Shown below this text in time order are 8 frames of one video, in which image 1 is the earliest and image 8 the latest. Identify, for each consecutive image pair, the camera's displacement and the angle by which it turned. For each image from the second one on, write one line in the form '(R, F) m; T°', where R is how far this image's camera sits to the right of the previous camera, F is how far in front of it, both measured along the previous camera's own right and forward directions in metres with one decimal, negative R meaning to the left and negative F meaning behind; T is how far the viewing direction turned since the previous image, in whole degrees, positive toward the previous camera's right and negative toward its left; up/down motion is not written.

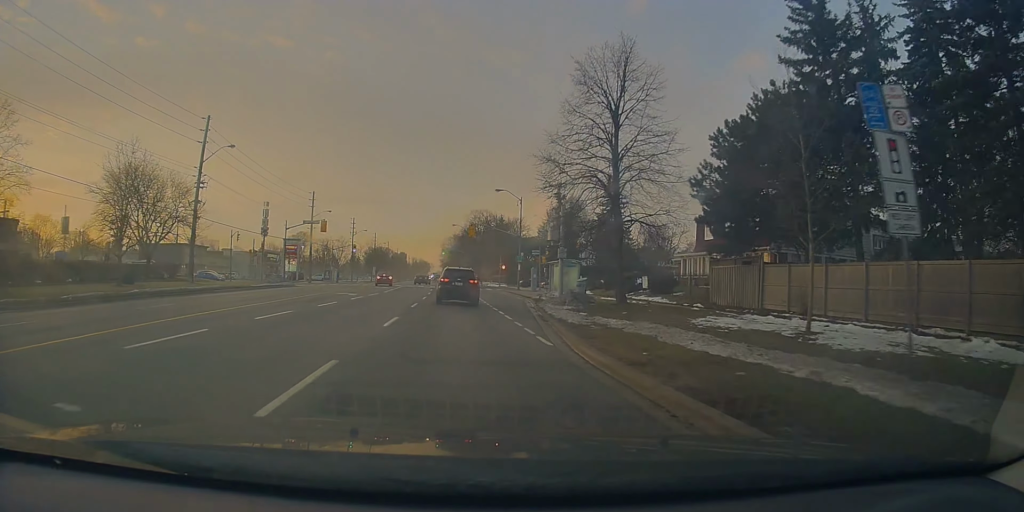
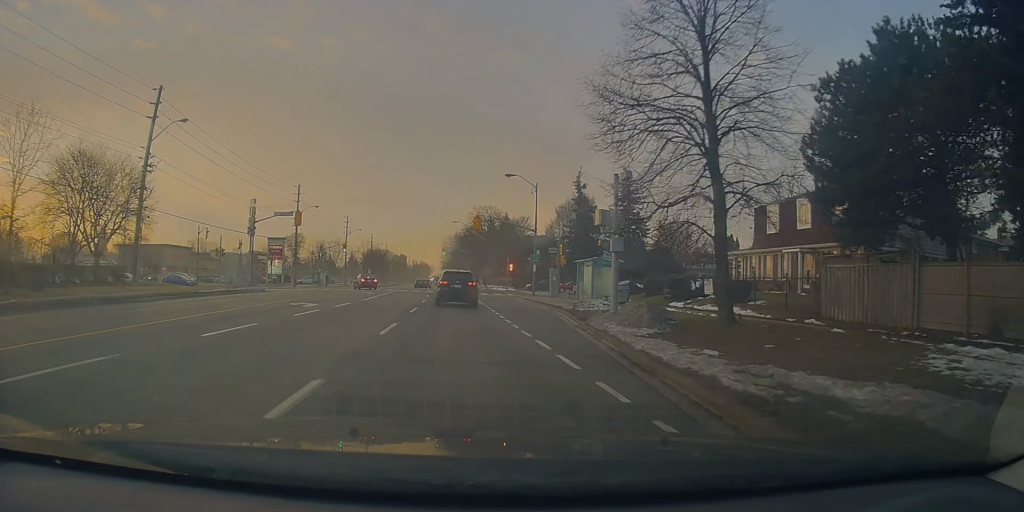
(-0.3, +9.9) m; +1°
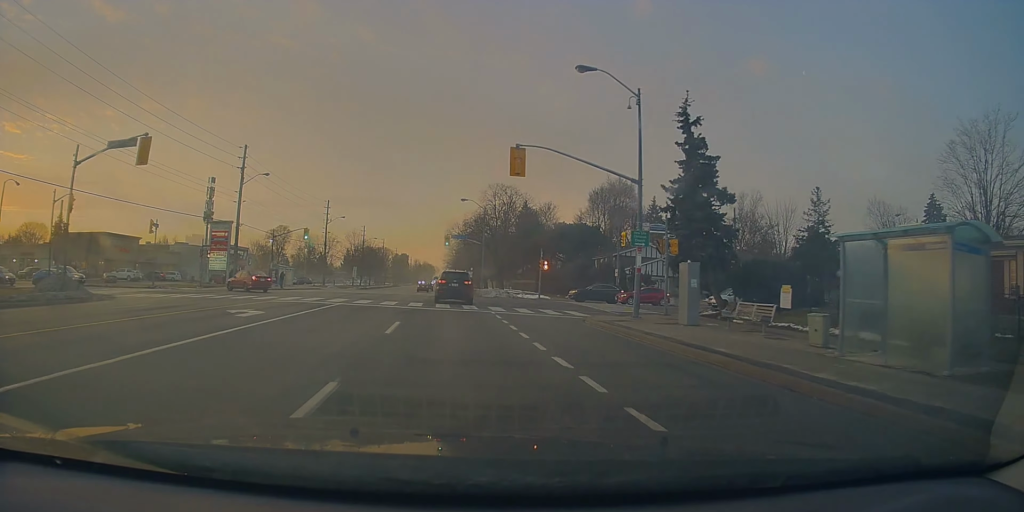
(-0.1, +24.3) m; -1°
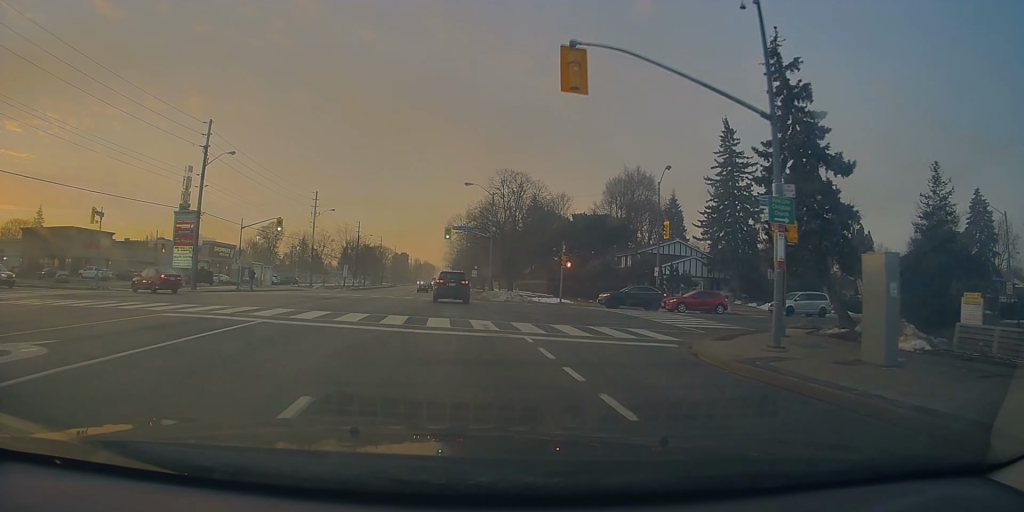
(0.0, +9.5) m; 0°
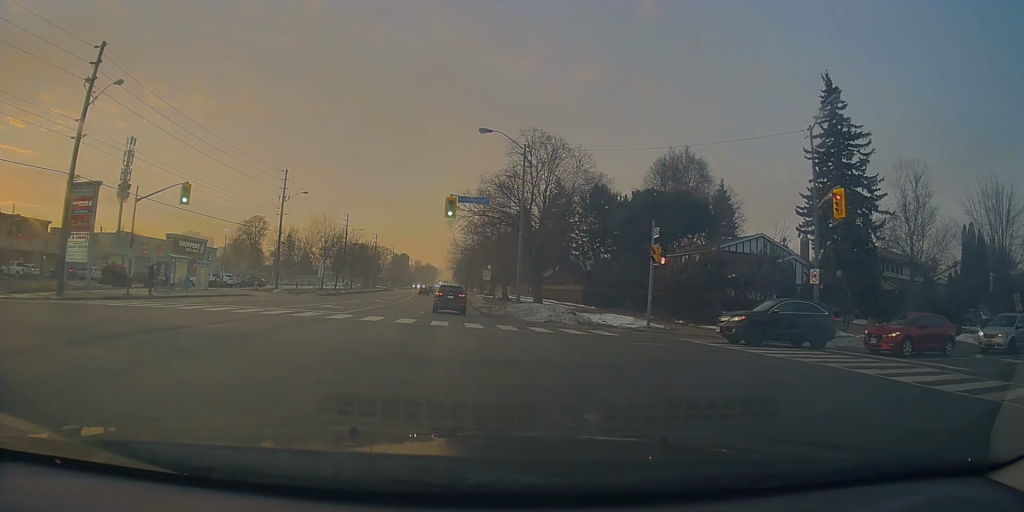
(+0.3, +18.5) m; 0°
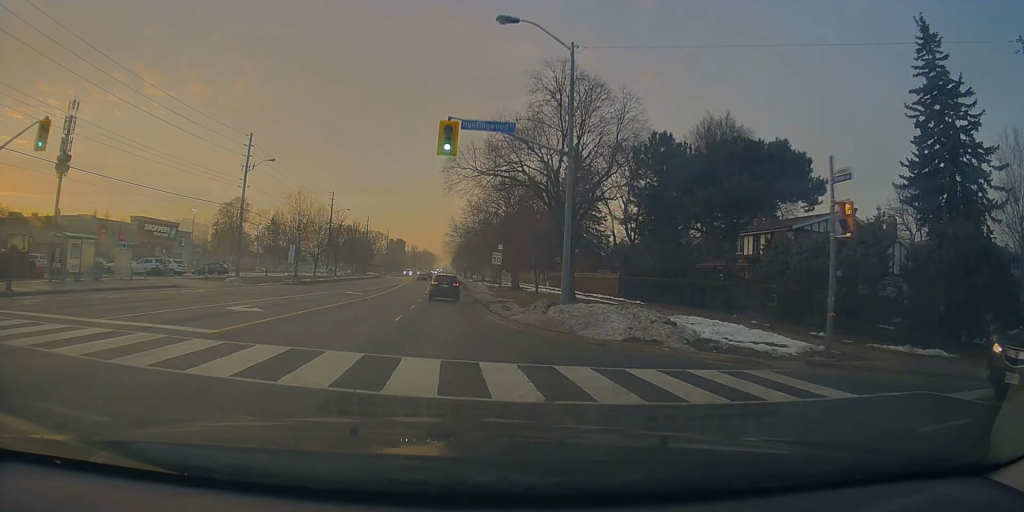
(-0.1, +12.5) m; -1°
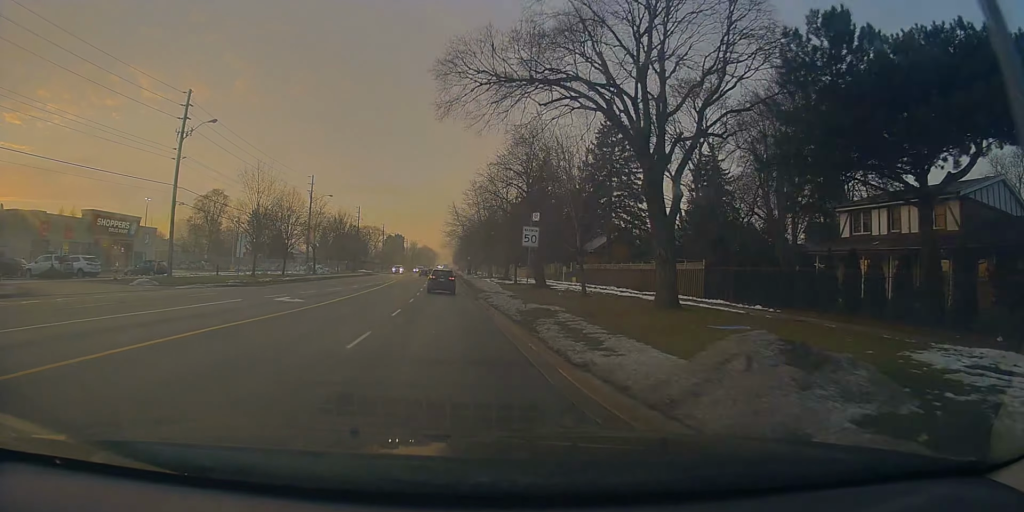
(0.0, +14.9) m; 0°
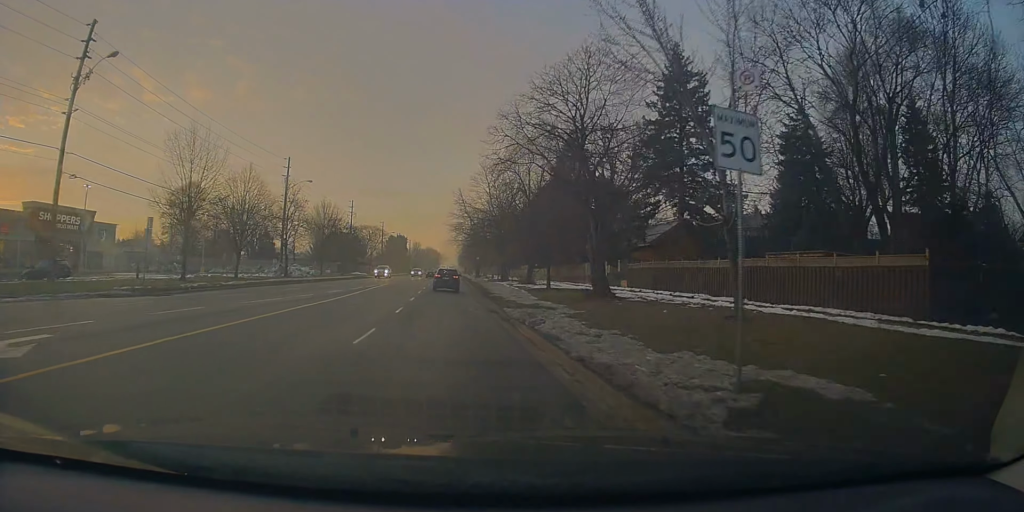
(+0.1, +15.4) m; 0°
